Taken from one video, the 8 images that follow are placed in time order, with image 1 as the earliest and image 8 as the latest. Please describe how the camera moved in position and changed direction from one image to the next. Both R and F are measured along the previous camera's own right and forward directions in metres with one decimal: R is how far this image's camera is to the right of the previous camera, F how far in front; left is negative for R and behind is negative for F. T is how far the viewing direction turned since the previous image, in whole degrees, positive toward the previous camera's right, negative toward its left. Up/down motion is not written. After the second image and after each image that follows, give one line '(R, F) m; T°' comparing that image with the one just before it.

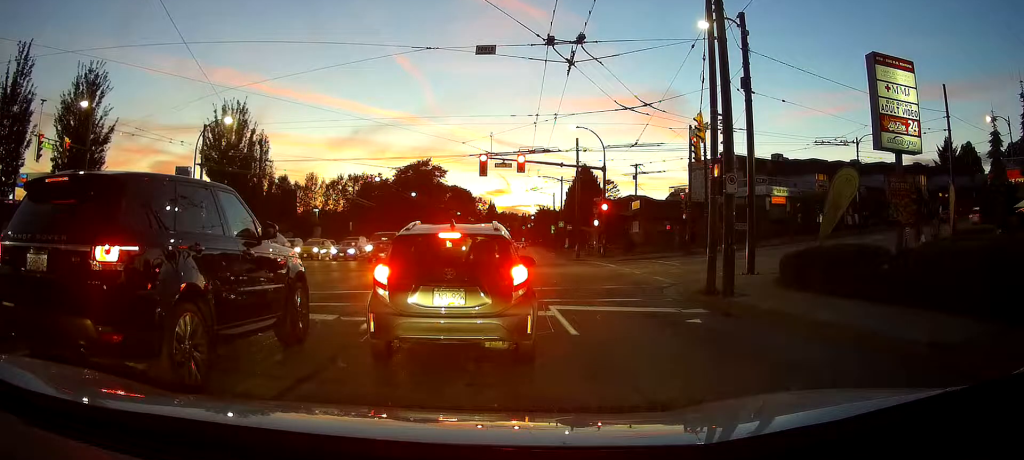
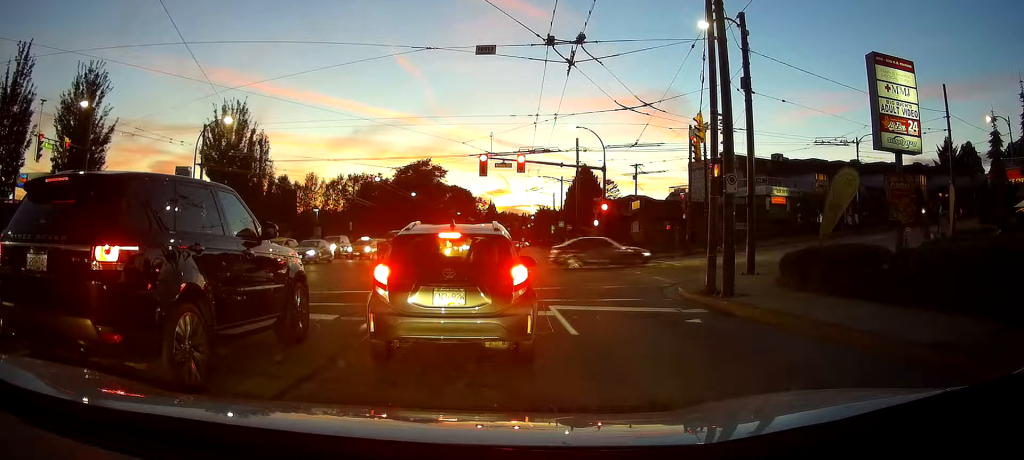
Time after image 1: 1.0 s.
(0.0, 0.0) m; 0°
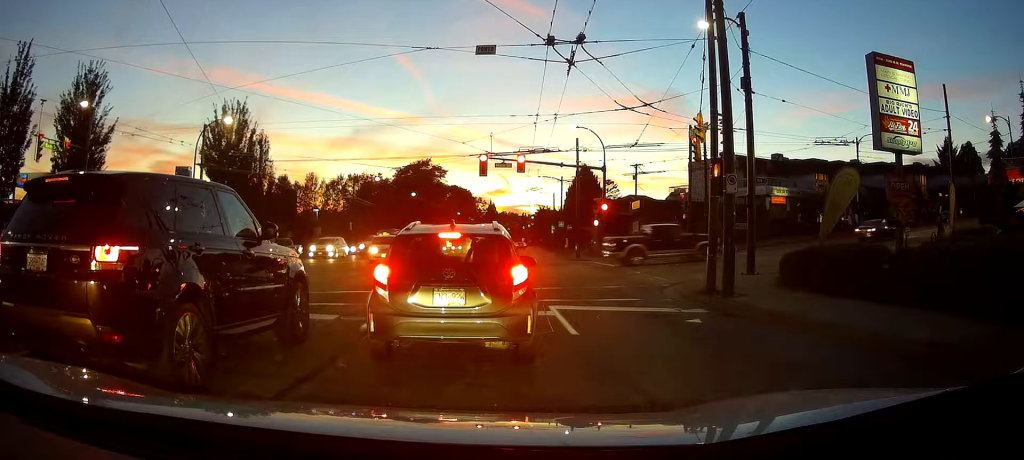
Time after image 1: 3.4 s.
(0.0, 0.0) m; 0°
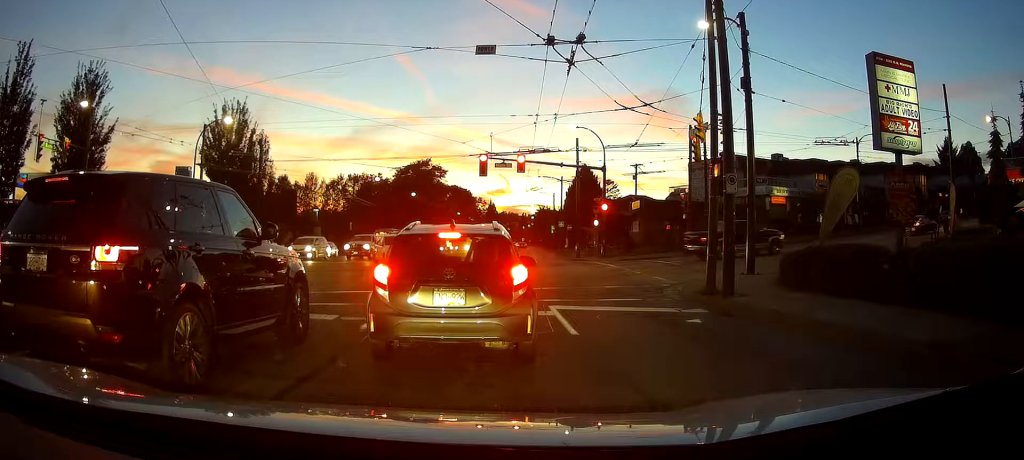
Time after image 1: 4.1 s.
(0.0, 0.0) m; 0°
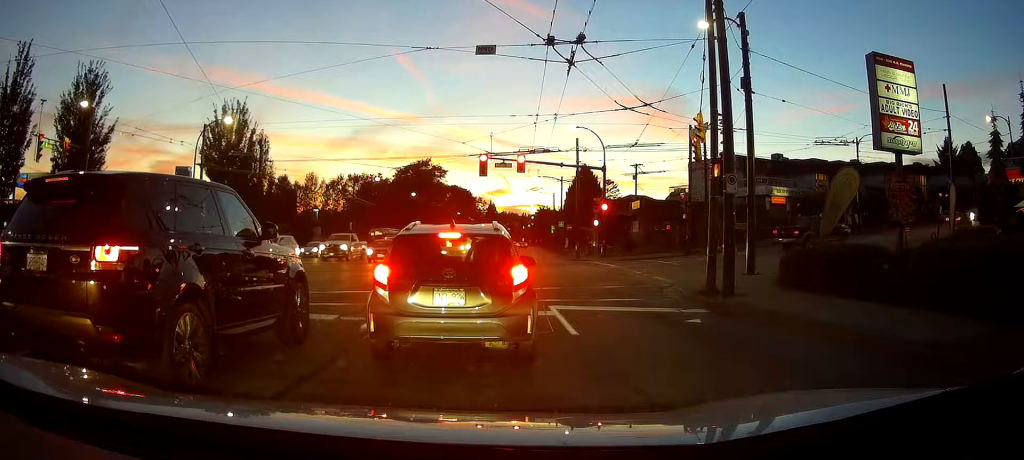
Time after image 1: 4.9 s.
(0.0, 0.0) m; 0°
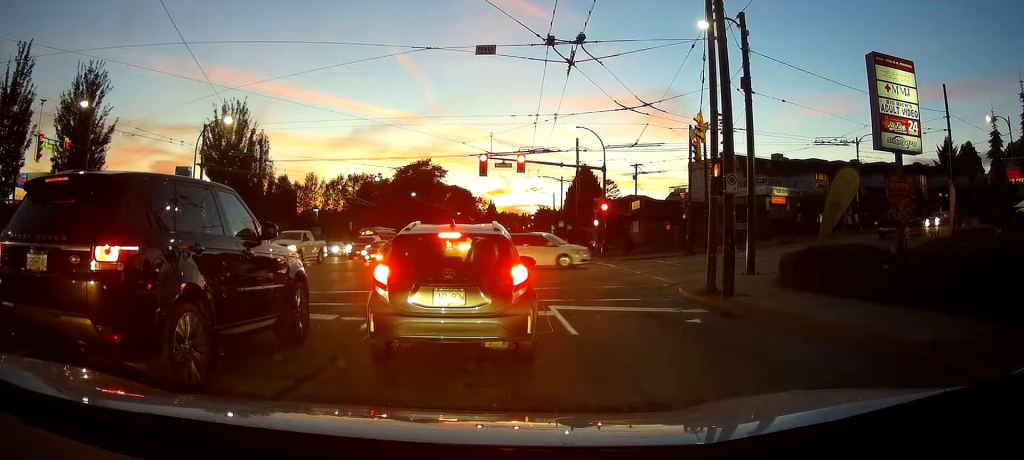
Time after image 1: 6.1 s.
(0.0, 0.0) m; 0°
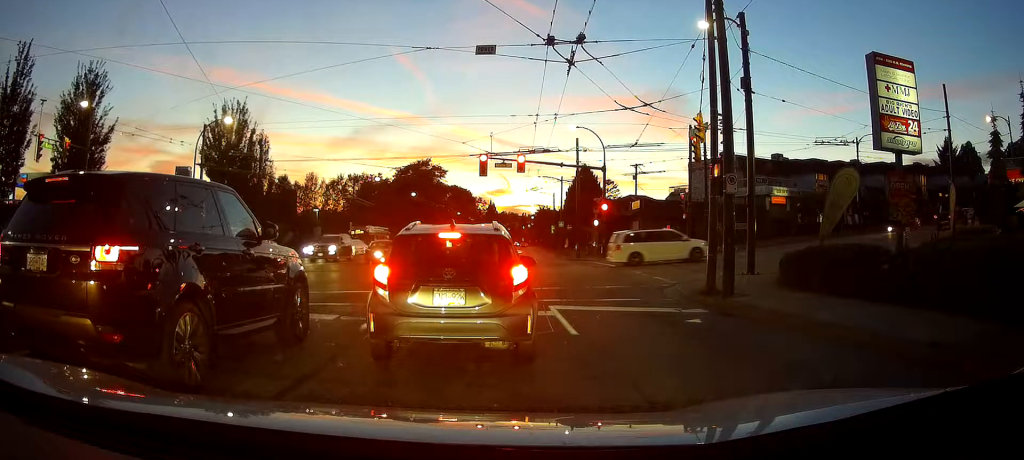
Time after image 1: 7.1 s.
(0.0, 0.0) m; 0°
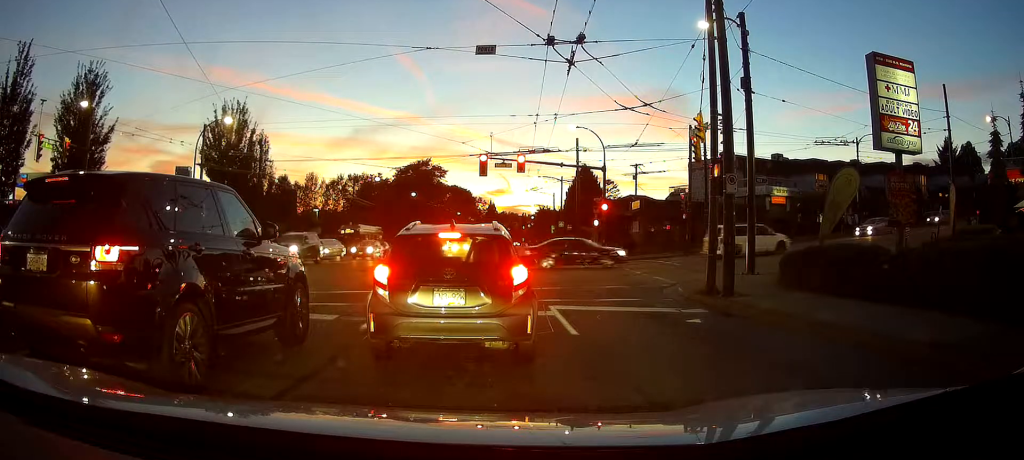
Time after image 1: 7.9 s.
(0.0, 0.0) m; 0°
